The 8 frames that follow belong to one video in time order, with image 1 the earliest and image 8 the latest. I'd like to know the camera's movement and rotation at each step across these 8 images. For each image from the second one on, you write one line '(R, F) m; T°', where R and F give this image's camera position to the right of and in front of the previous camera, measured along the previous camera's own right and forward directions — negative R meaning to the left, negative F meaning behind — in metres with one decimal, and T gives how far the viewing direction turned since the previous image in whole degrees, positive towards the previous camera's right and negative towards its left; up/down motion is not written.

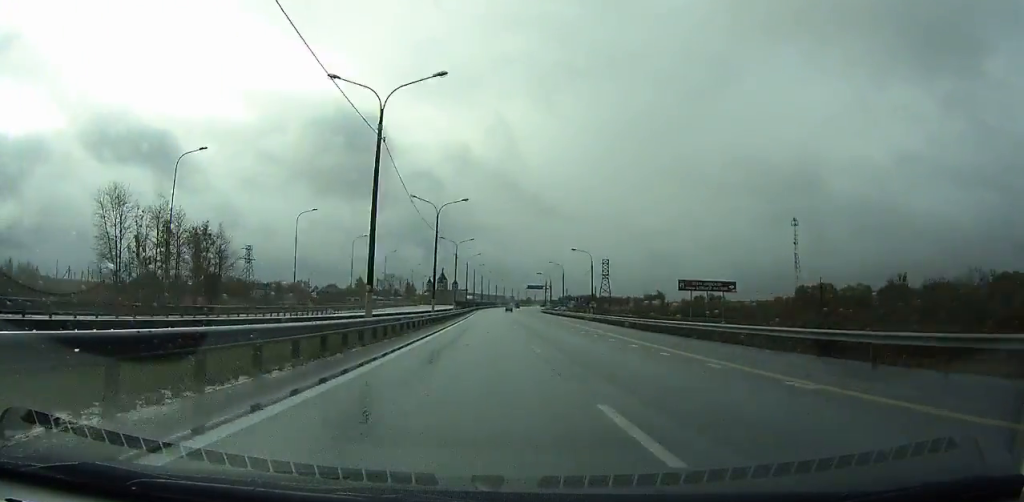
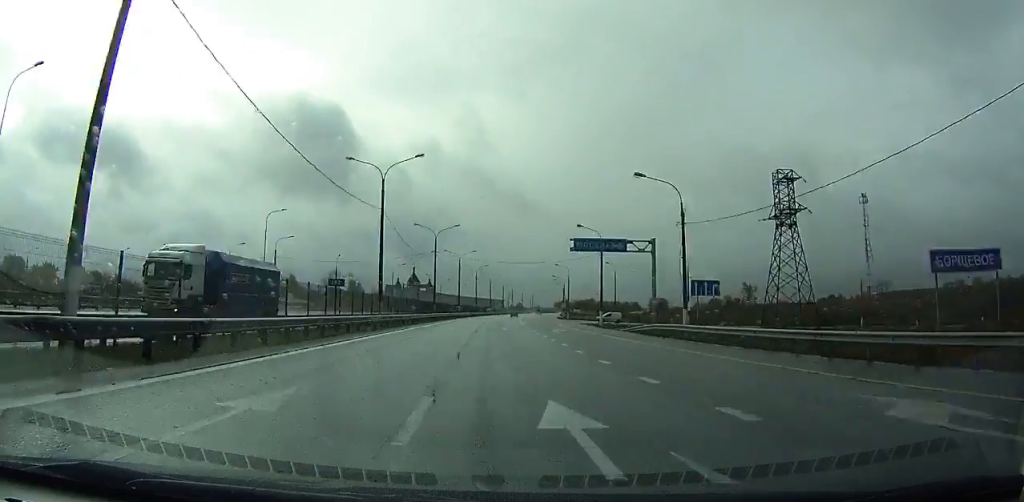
(+1.3, +107.9) m; +2°
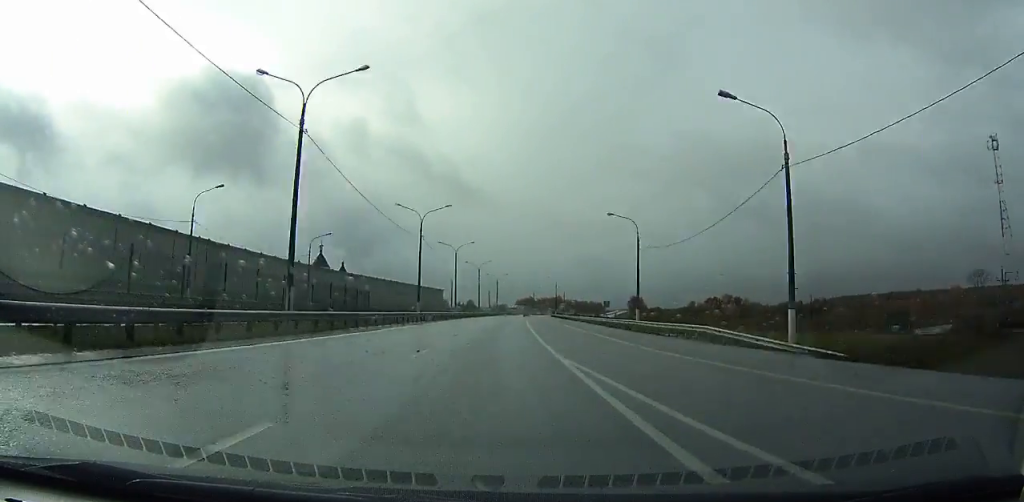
(+4.0, +139.4) m; +5°
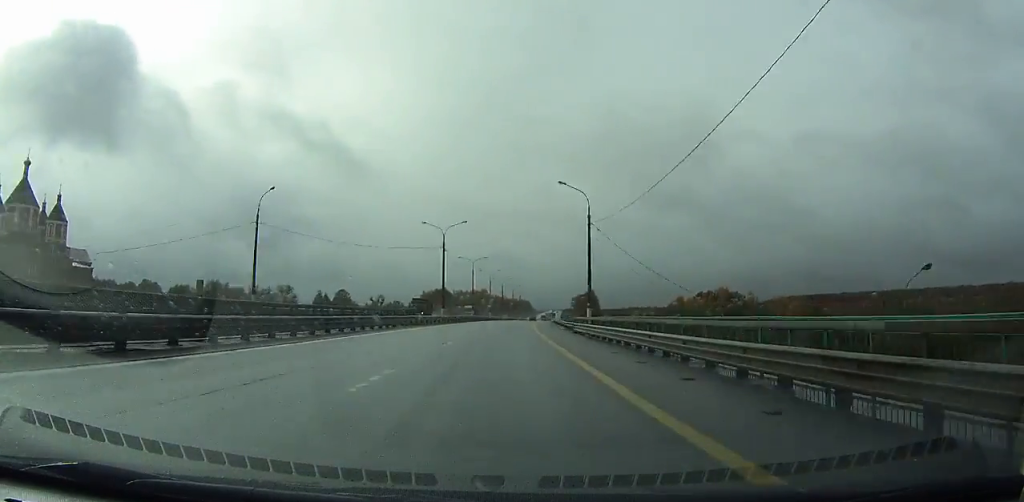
(+11.2, +169.0) m; +8°
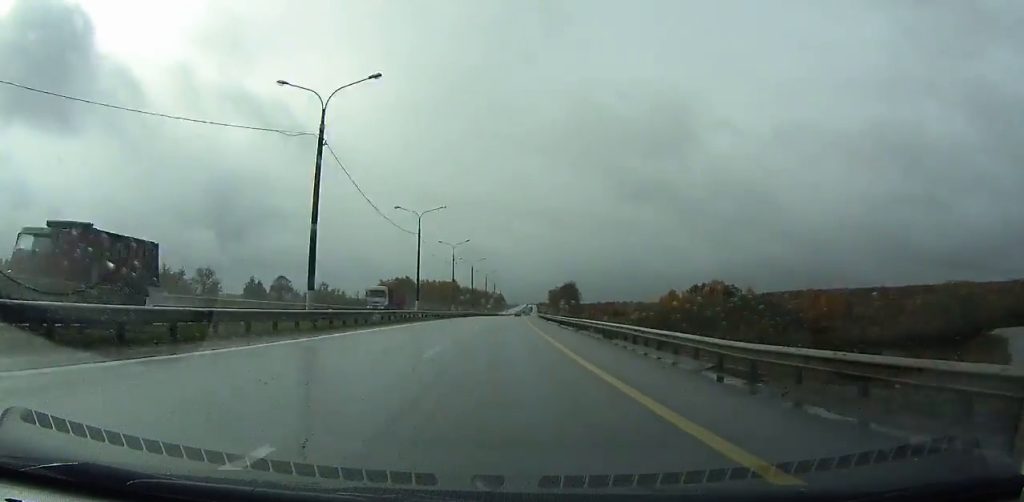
(+1.3, +41.8) m; +2°
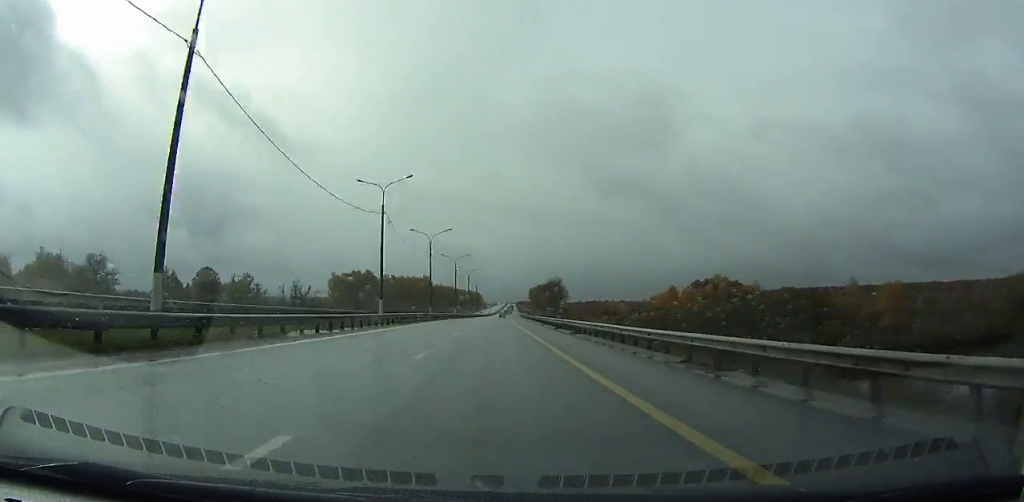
(+0.6, +41.6) m; +2°
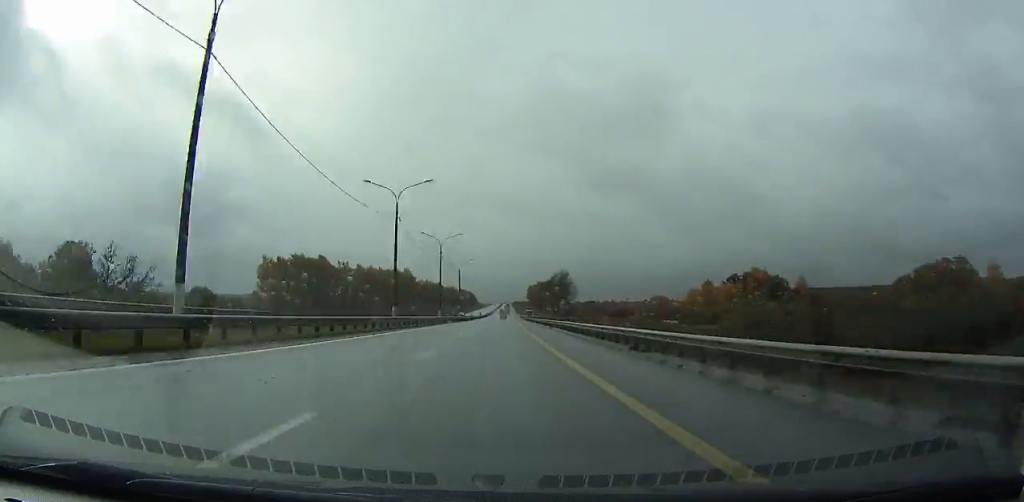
(+1.5, +58.3) m; +2°
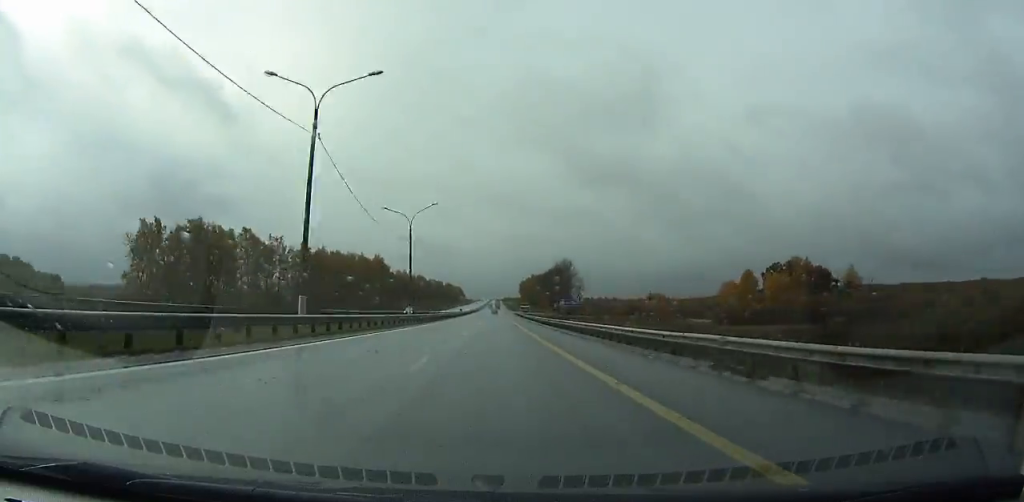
(+0.6, +50.0) m; +1°
